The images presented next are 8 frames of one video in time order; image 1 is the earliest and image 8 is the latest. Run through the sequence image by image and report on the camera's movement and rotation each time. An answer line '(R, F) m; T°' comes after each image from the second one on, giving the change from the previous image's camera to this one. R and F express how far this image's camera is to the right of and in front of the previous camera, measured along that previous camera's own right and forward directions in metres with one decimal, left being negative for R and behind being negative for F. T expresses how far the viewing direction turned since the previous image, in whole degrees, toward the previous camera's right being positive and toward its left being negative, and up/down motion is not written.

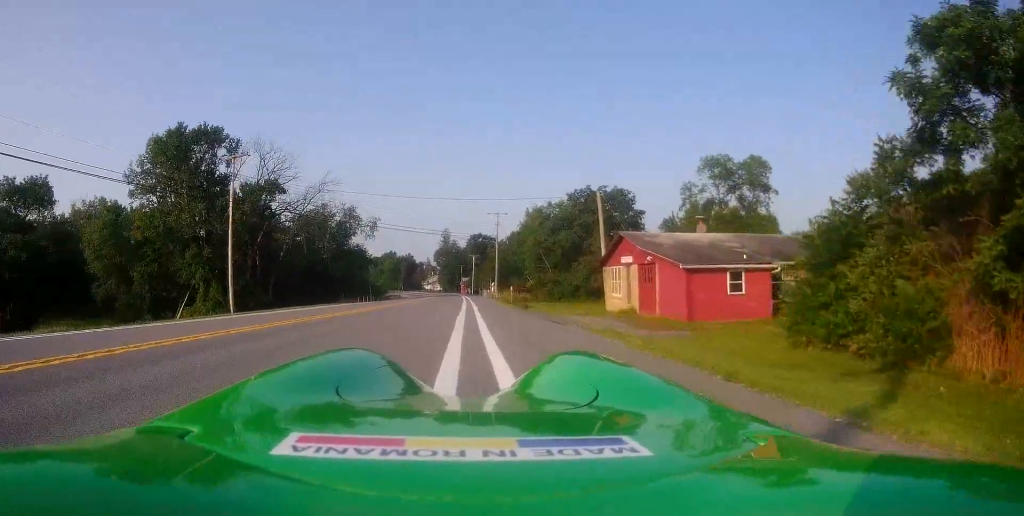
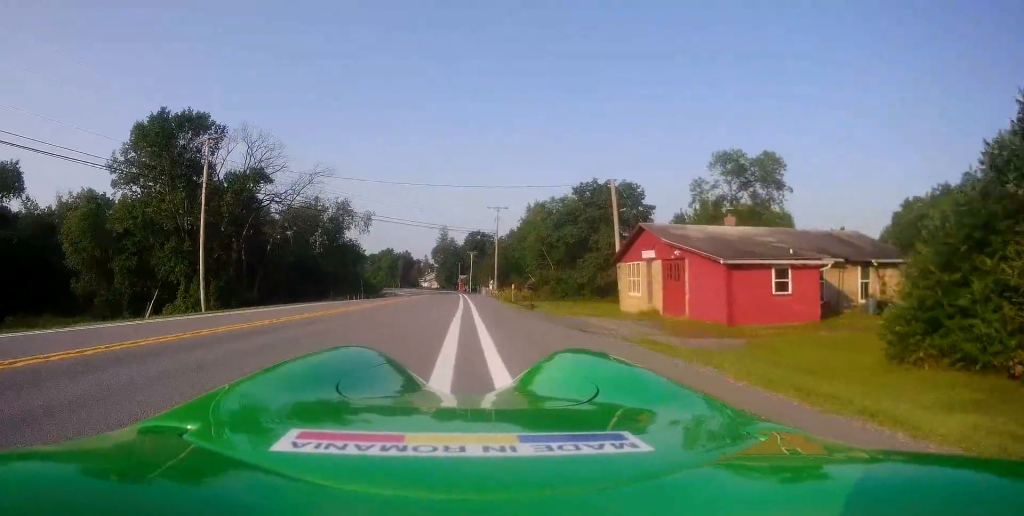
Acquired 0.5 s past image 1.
(0.0, +4.1) m; -1°
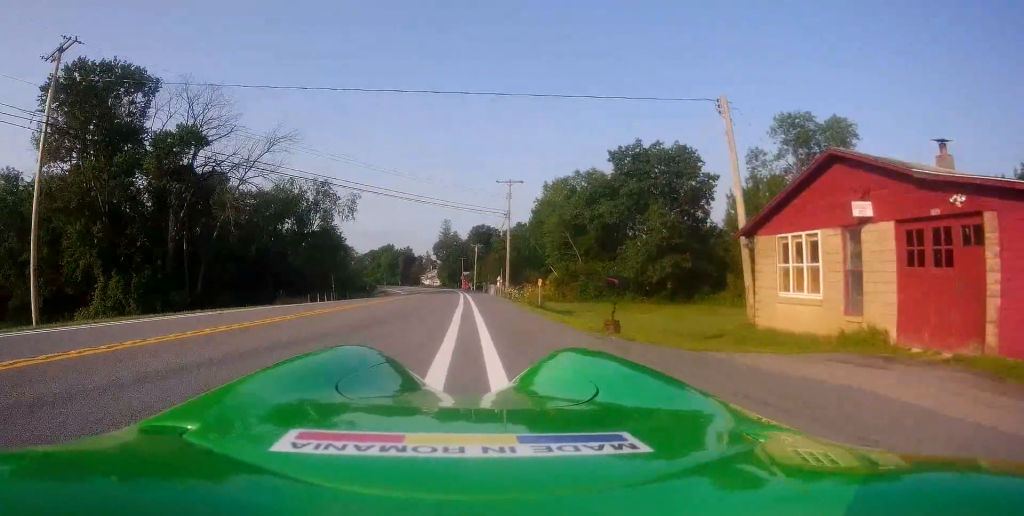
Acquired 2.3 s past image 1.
(-0.5, +15.7) m; +2°
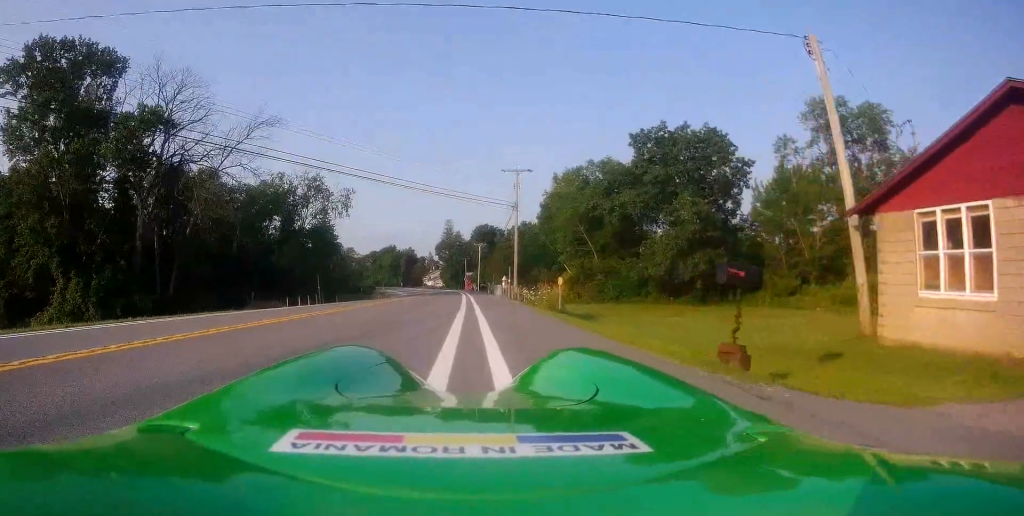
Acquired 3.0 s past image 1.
(+0.3, +5.8) m; -1°
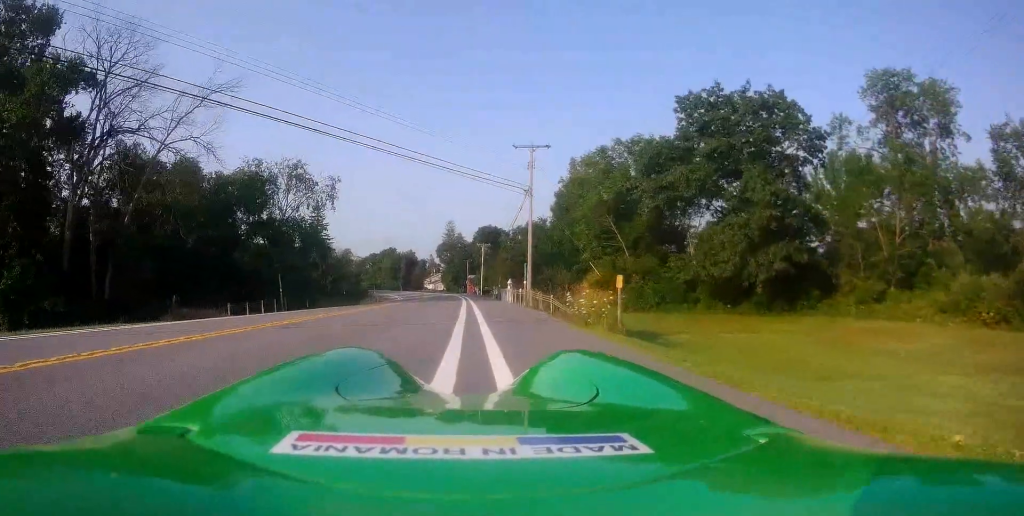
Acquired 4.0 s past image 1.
(-0.3, +9.3) m; -3°
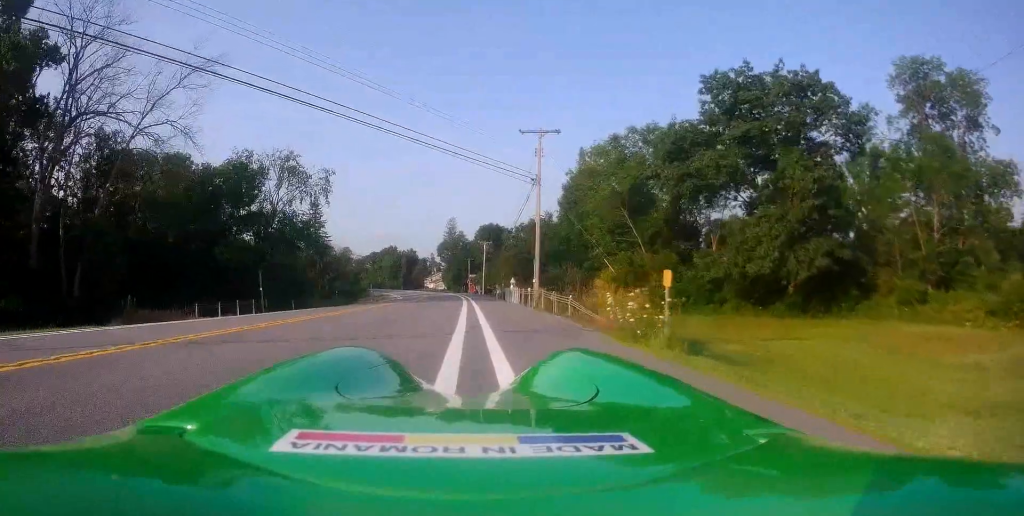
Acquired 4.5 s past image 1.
(-0.2, +3.8) m; -1°
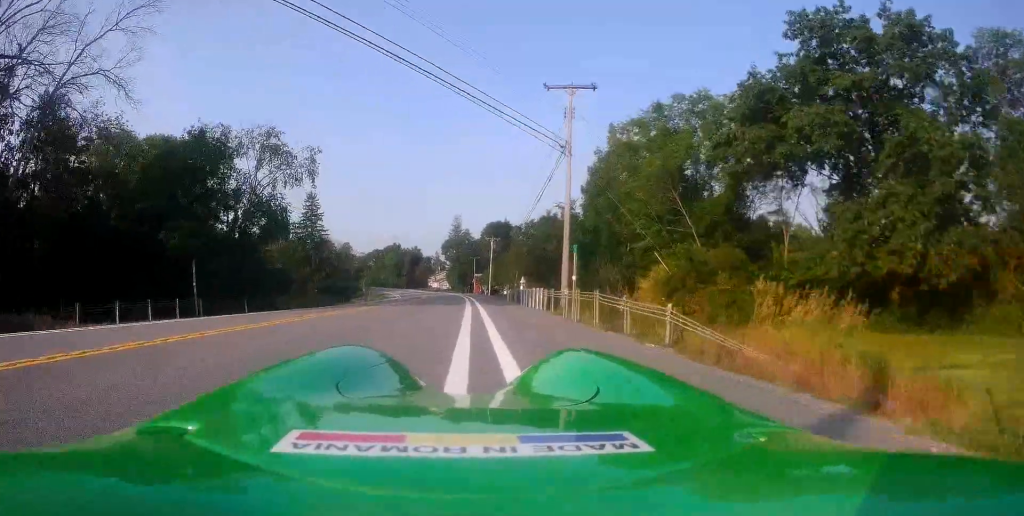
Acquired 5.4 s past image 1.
(+0.2, +8.4) m; +1°
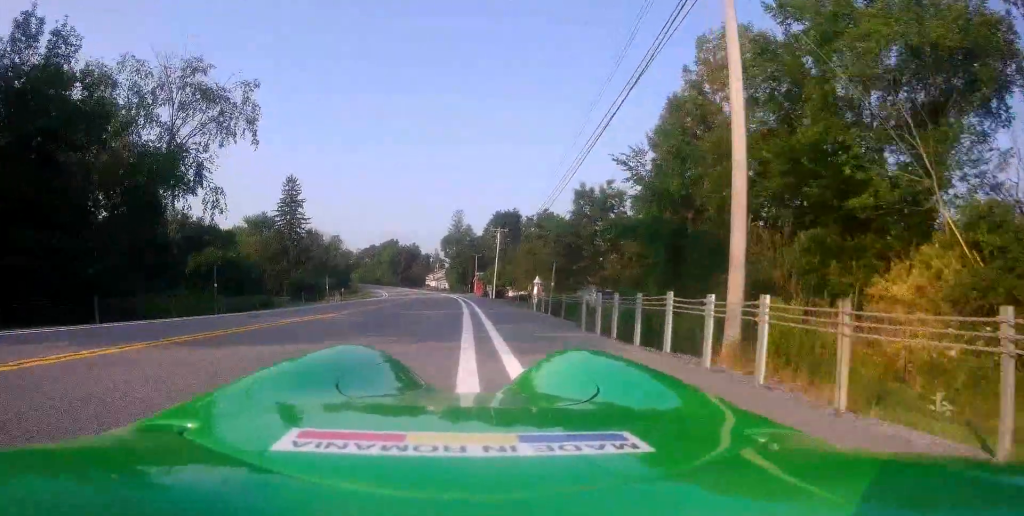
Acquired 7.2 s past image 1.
(+0.2, +17.2) m; +1°
